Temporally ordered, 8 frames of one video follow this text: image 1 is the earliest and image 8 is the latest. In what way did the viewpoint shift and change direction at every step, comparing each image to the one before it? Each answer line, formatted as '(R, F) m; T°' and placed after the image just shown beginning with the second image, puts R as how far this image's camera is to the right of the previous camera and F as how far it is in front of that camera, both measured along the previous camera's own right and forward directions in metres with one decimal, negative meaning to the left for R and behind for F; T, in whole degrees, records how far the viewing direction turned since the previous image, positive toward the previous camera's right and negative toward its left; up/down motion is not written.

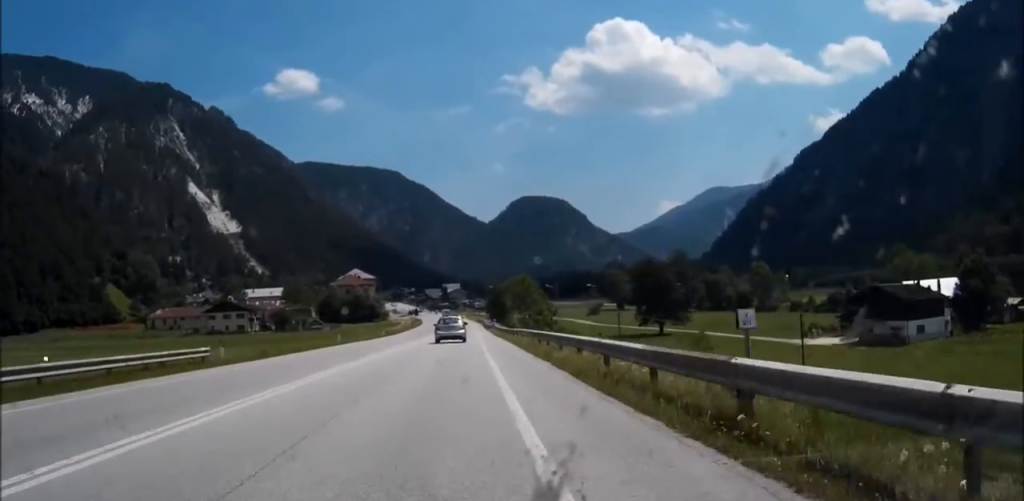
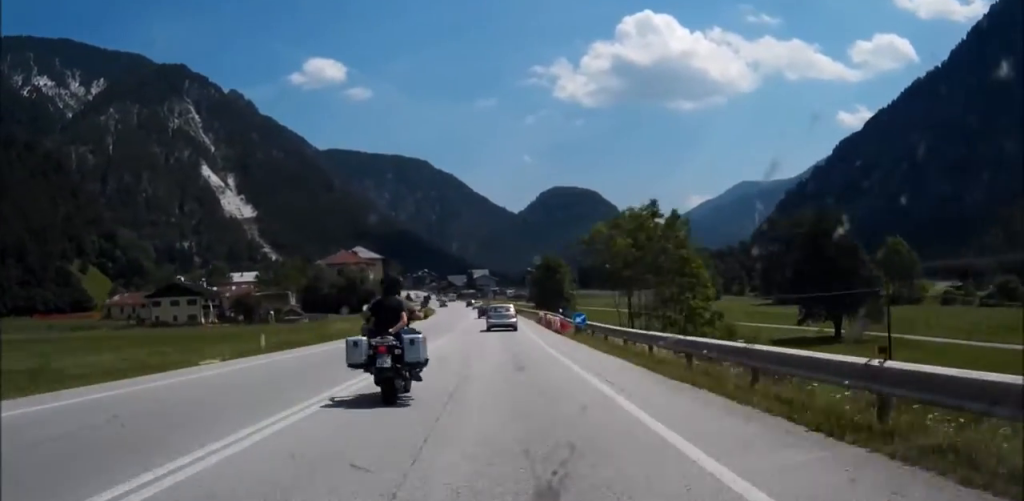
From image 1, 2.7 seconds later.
(-0.3, +54.4) m; 0°
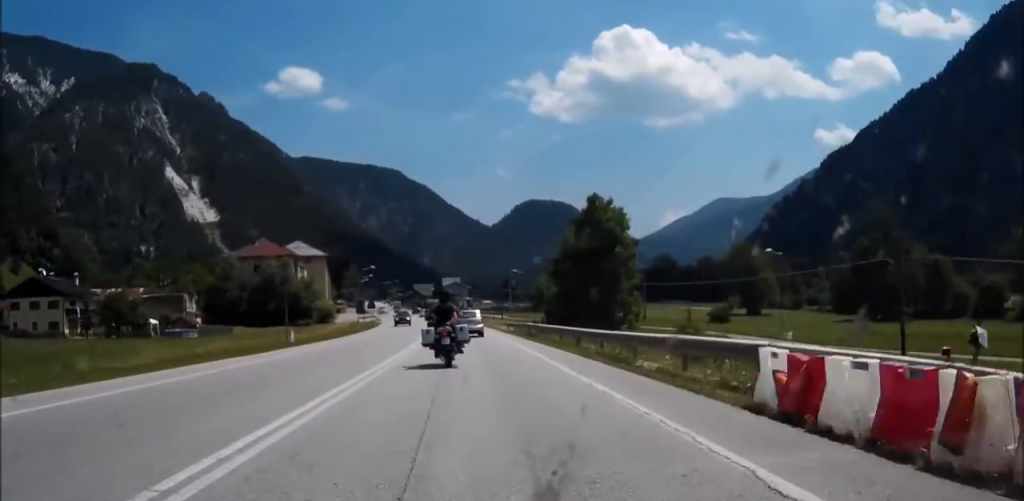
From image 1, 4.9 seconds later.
(+0.1, +45.3) m; -1°
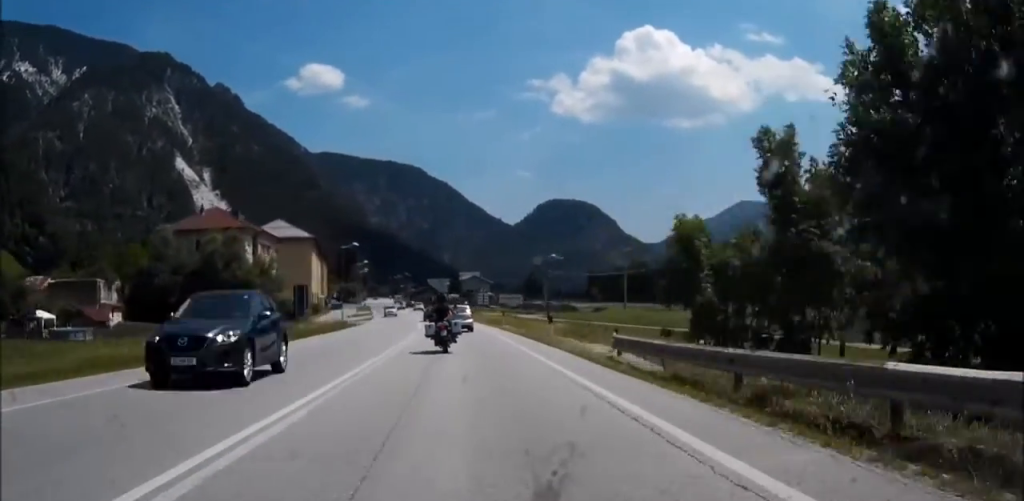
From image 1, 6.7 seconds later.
(-0.7, +33.5) m; -2°
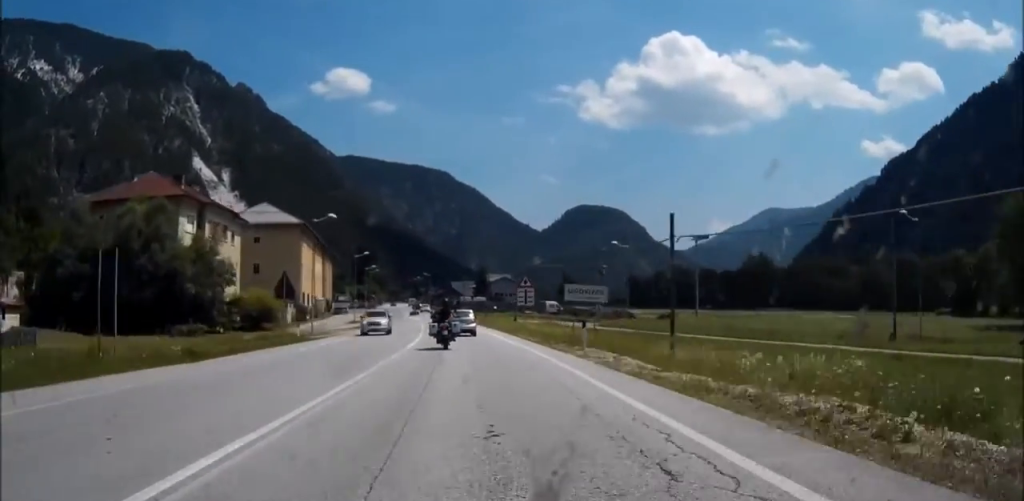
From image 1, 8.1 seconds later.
(-0.6, +26.4) m; -2°
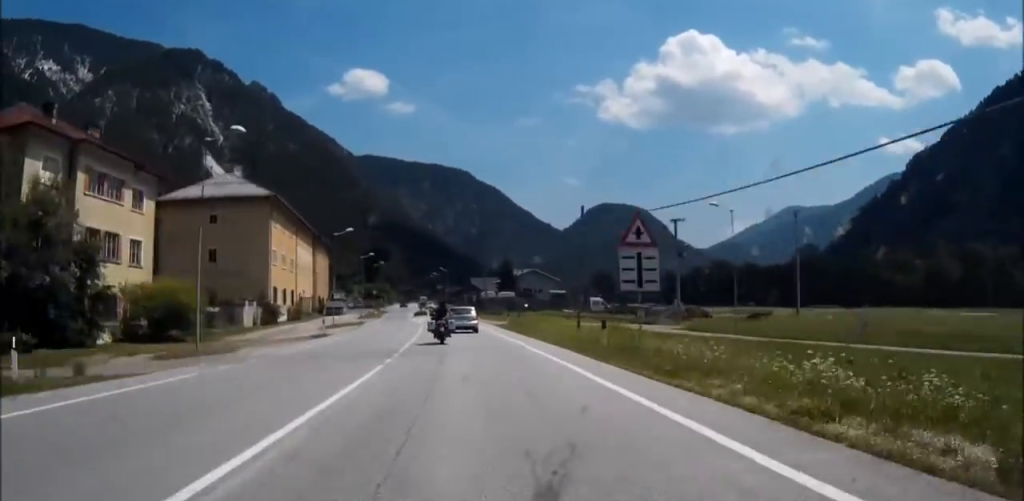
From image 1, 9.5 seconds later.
(-0.4, +25.9) m; -1°
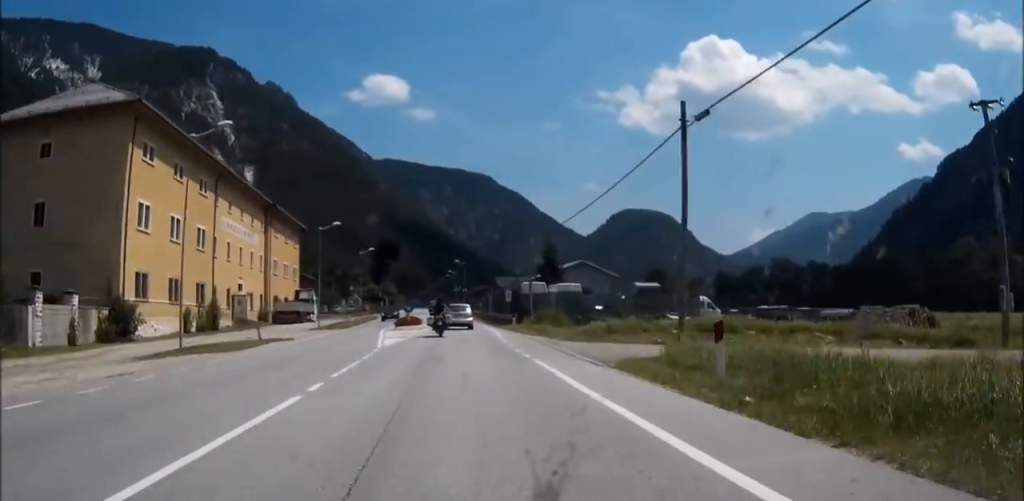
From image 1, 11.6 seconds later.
(-0.4, +38.6) m; -2°
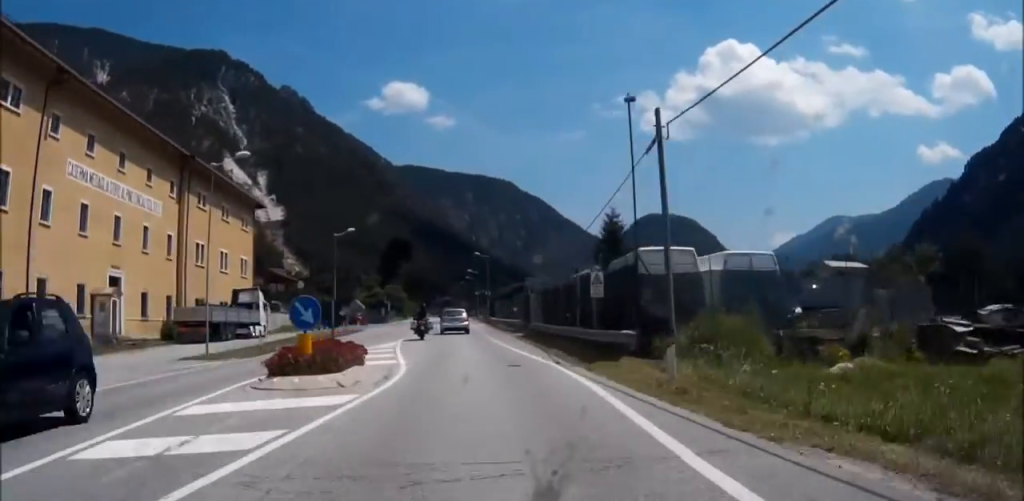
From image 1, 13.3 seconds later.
(-0.6, +29.6) m; -1°
